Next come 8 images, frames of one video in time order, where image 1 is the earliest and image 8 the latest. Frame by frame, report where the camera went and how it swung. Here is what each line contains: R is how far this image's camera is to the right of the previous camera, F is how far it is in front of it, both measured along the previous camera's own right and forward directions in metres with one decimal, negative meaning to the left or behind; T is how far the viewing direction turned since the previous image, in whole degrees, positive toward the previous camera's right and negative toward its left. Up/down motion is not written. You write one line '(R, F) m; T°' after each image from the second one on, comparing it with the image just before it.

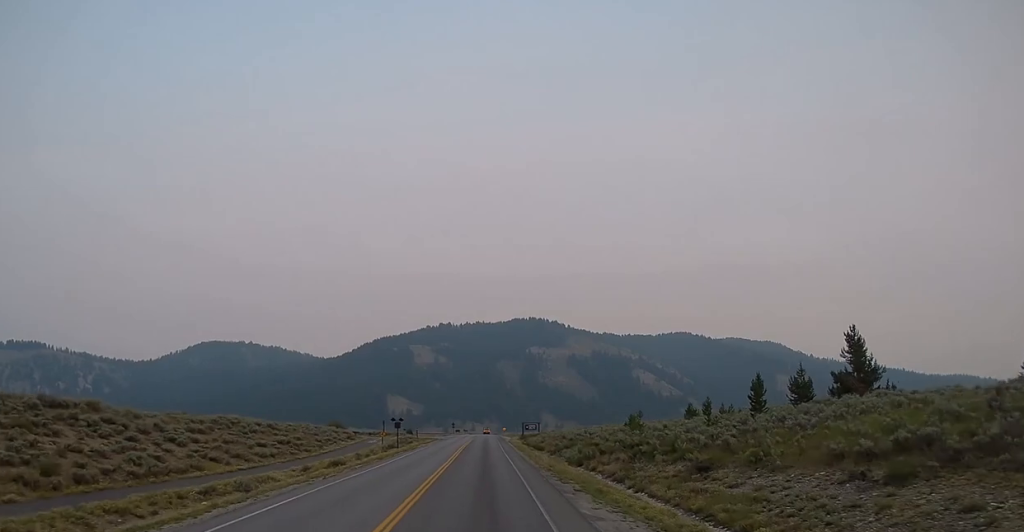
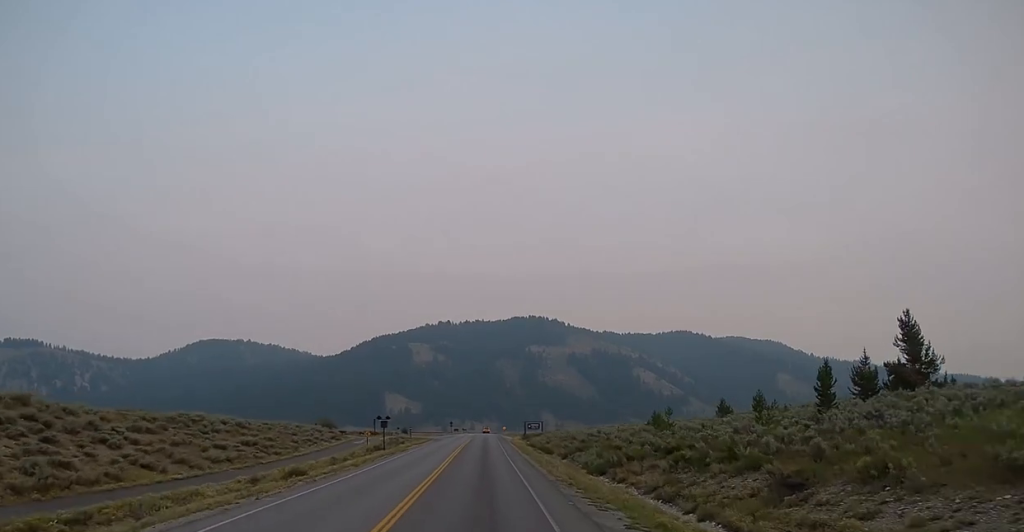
(-0.1, +9.4) m; 0°
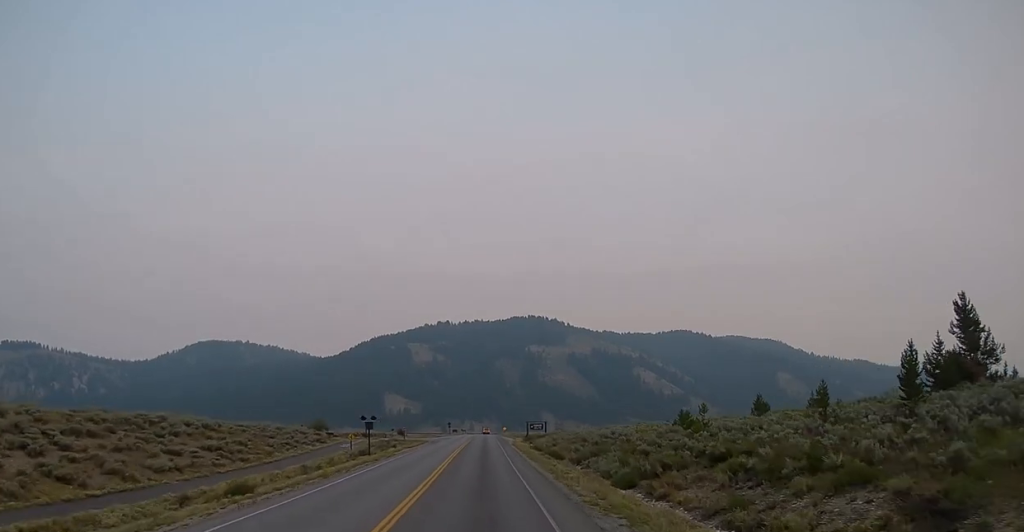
(+0.1, +7.3) m; 0°
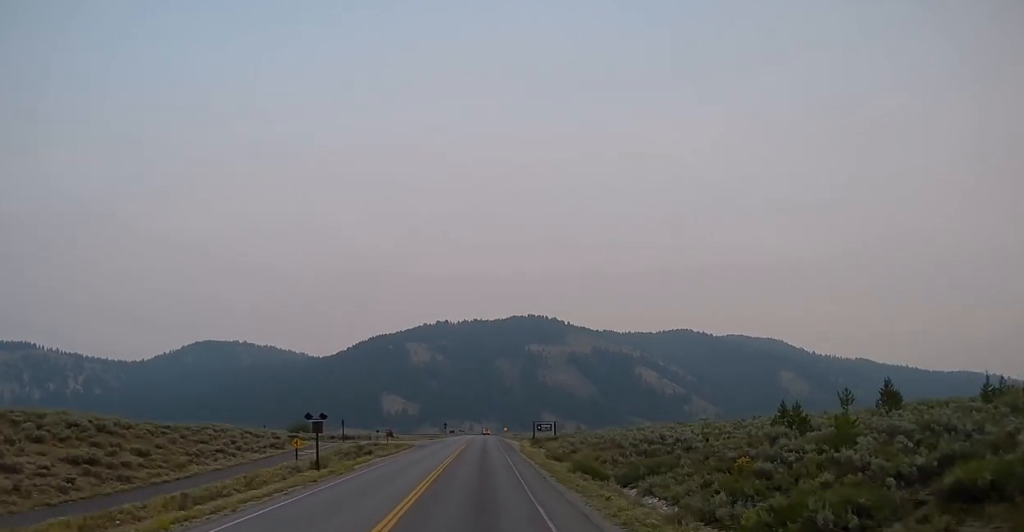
(-0.1, +15.8) m; +1°
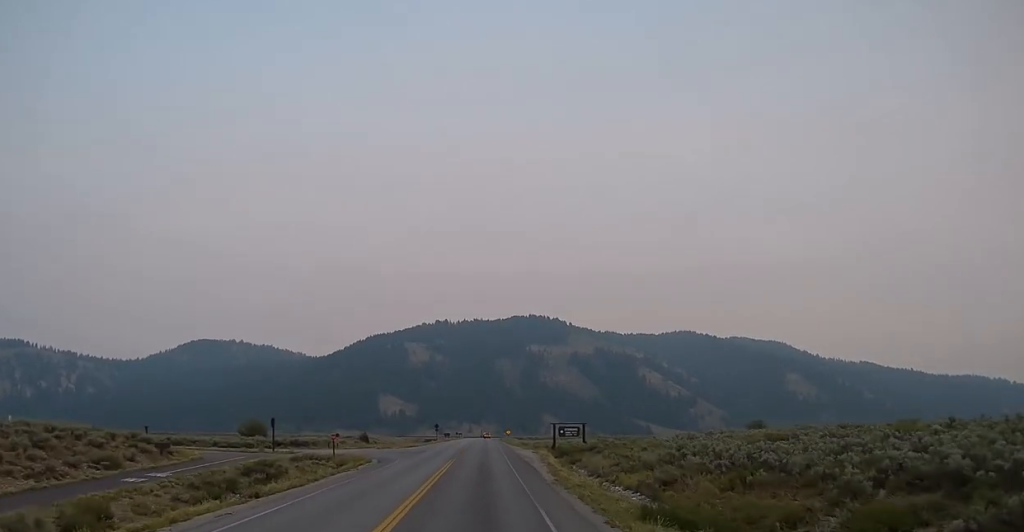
(+0.4, +28.4) m; 0°
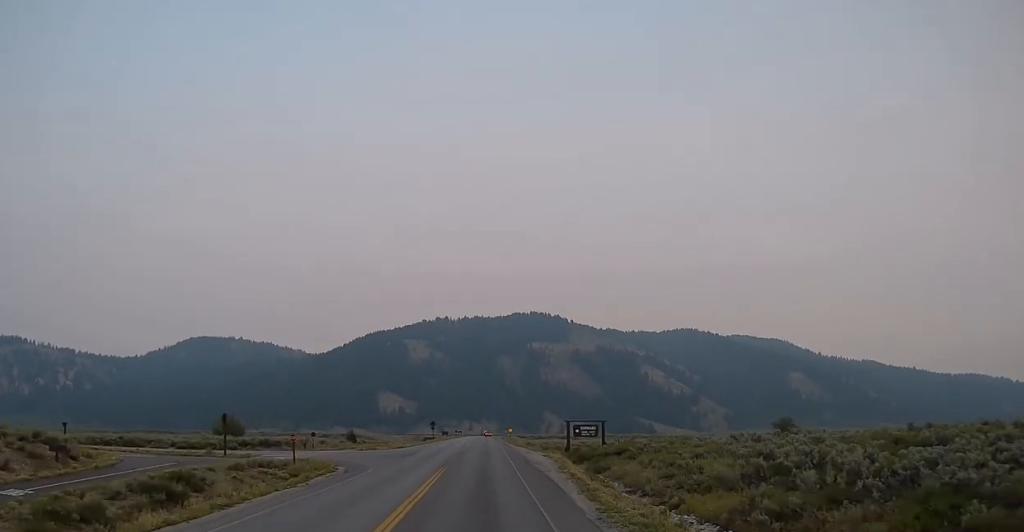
(-0.1, +11.4) m; 0°
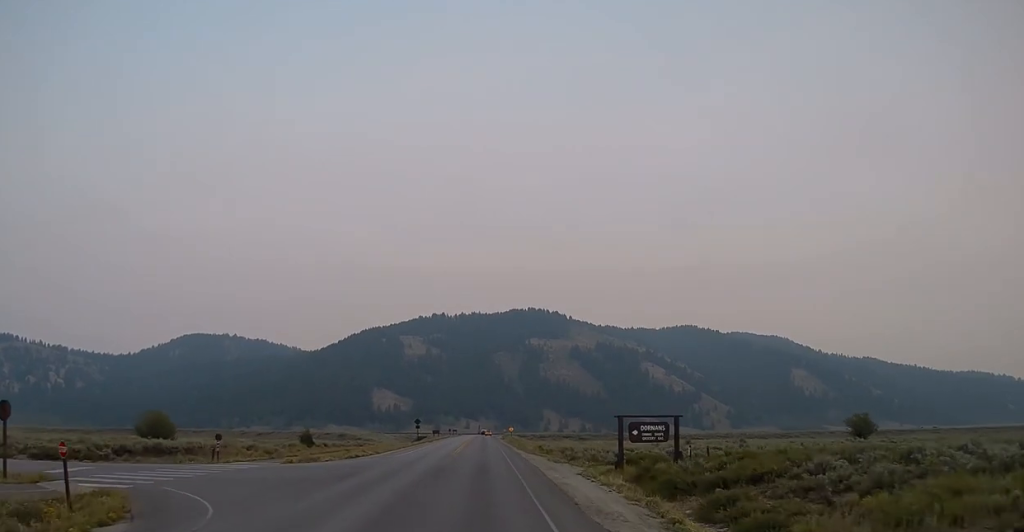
(+0.2, +22.4) m; 0°
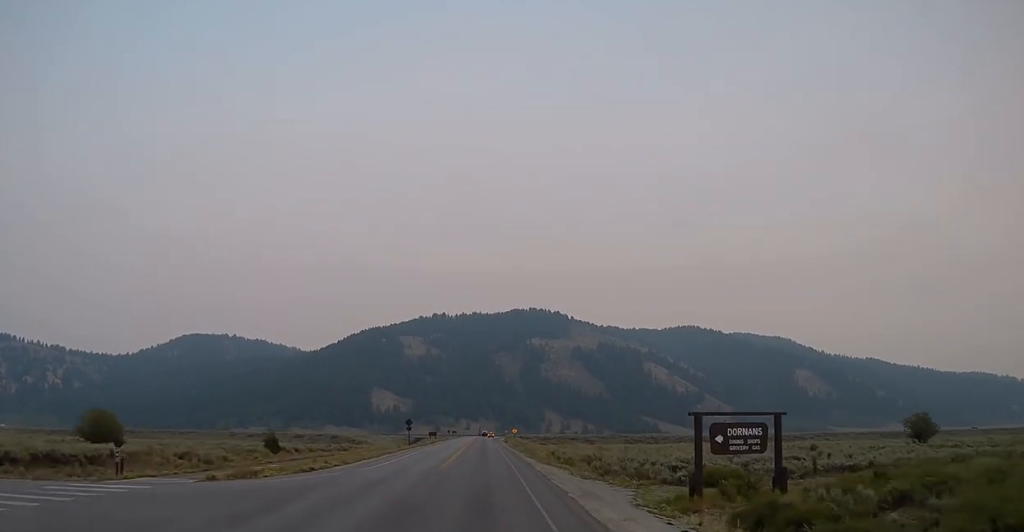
(-0.2, +12.3) m; 0°
